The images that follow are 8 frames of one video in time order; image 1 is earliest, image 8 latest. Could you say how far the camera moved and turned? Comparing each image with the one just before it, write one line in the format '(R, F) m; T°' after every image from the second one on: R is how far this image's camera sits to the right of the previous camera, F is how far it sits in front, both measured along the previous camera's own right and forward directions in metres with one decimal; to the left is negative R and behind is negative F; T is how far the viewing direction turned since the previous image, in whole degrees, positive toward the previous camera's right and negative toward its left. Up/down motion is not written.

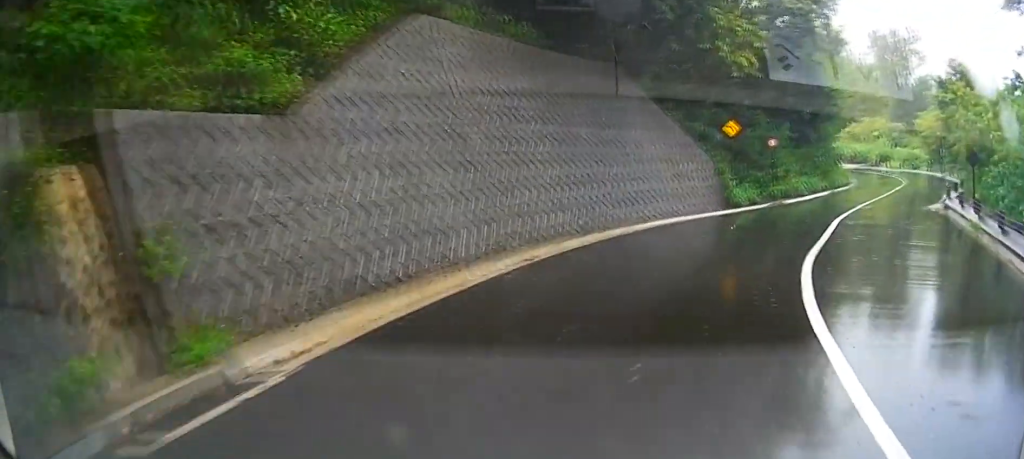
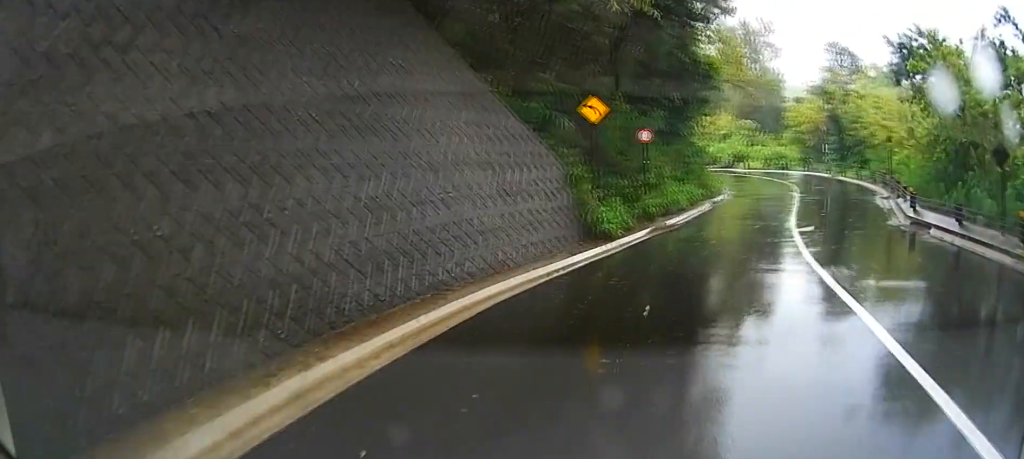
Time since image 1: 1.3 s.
(+2.3, +7.2) m; +34°
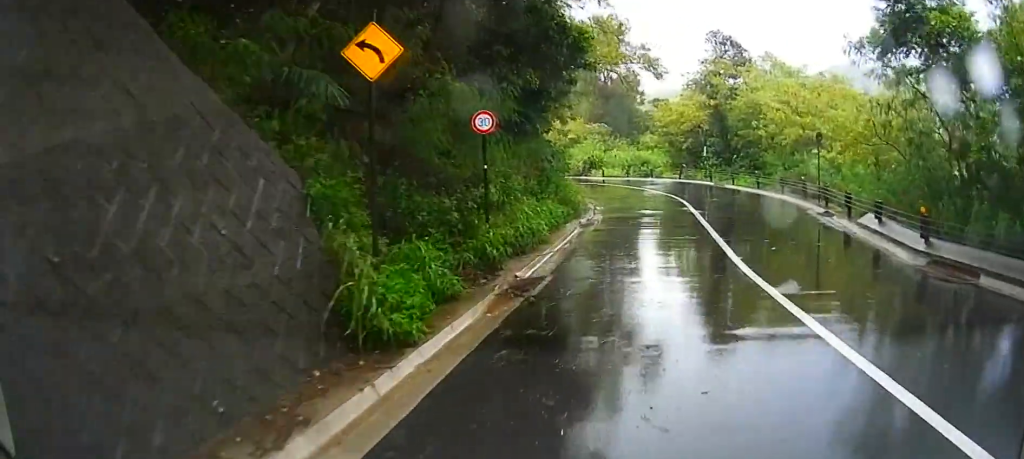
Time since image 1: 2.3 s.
(+1.5, +6.4) m; +16°
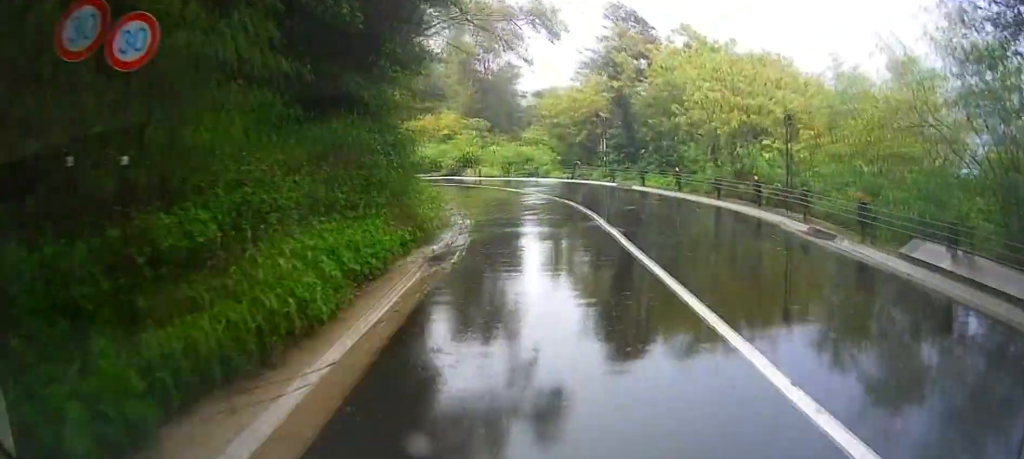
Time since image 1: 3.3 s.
(+0.2, +6.6) m; +7°
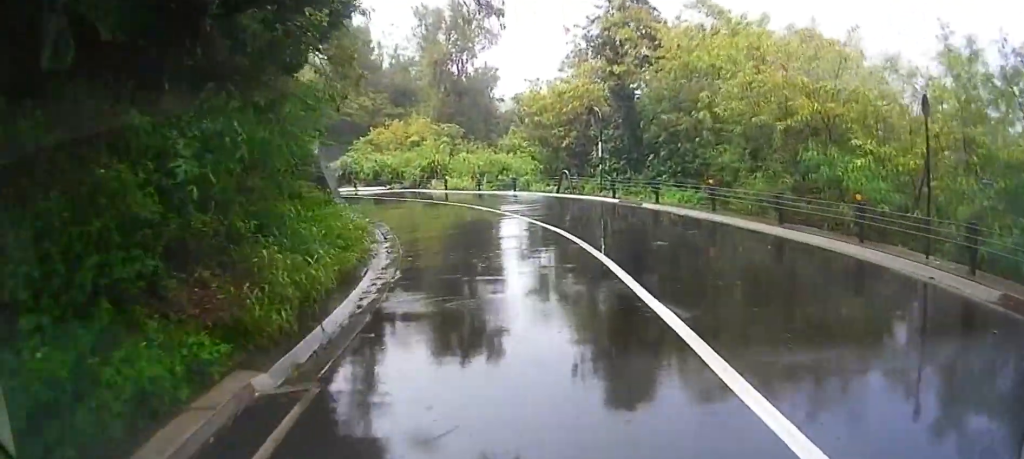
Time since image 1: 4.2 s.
(+0.5, +6.6) m; +5°
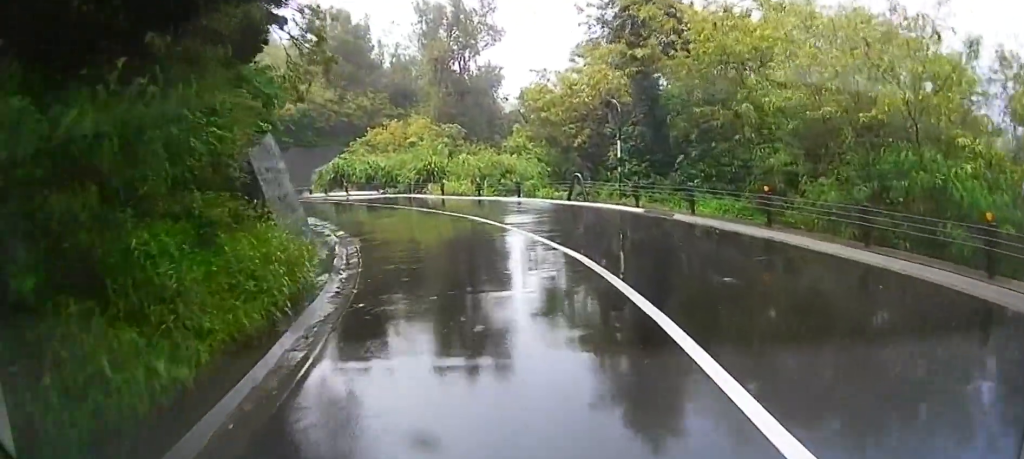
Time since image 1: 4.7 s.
(+0.1, +3.8) m; 0°
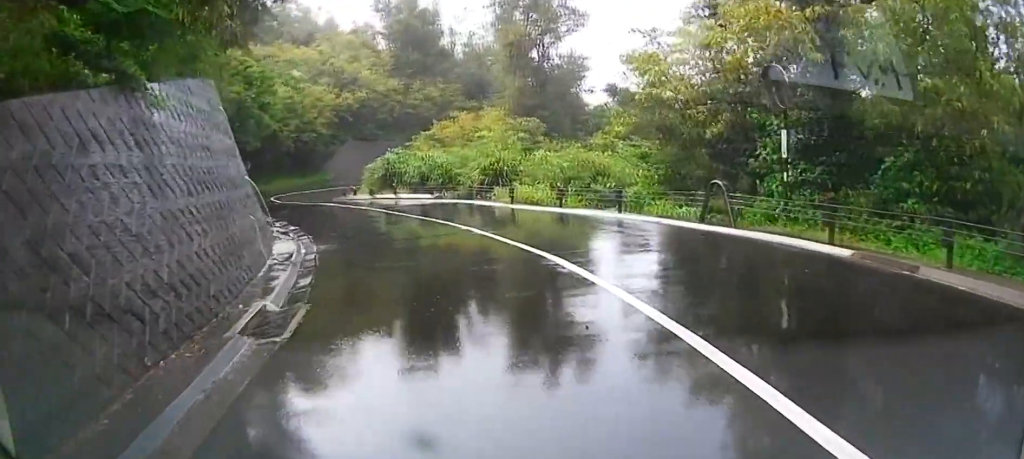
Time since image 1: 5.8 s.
(-0.1, +8.9) m; -4°
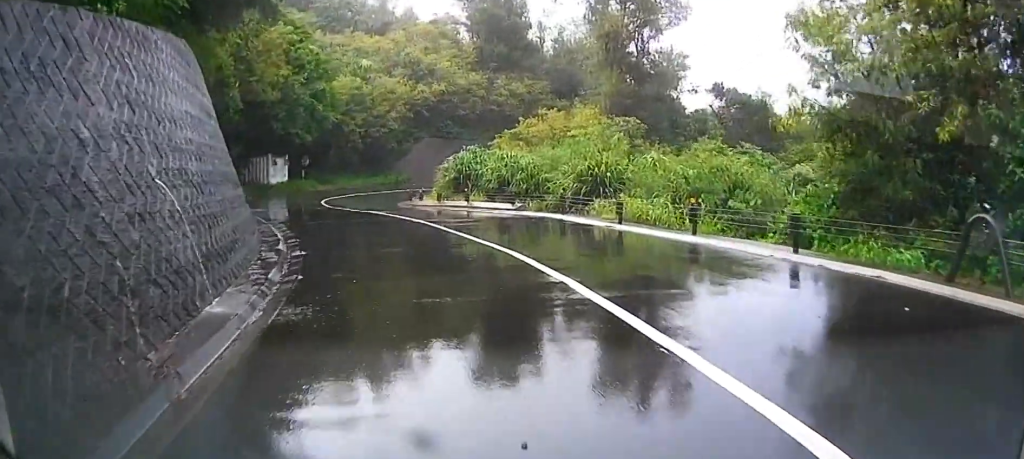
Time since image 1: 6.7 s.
(-0.3, +7.5) m; -7°
